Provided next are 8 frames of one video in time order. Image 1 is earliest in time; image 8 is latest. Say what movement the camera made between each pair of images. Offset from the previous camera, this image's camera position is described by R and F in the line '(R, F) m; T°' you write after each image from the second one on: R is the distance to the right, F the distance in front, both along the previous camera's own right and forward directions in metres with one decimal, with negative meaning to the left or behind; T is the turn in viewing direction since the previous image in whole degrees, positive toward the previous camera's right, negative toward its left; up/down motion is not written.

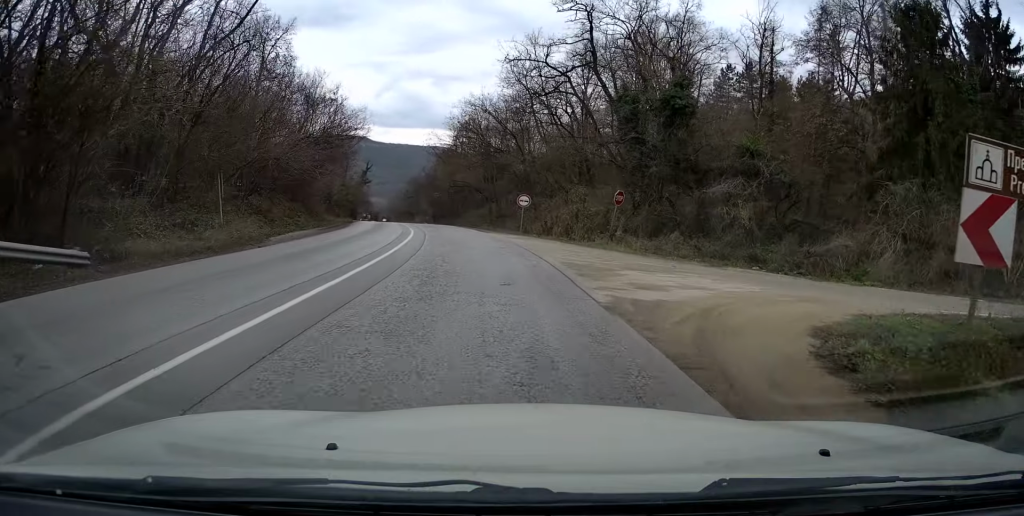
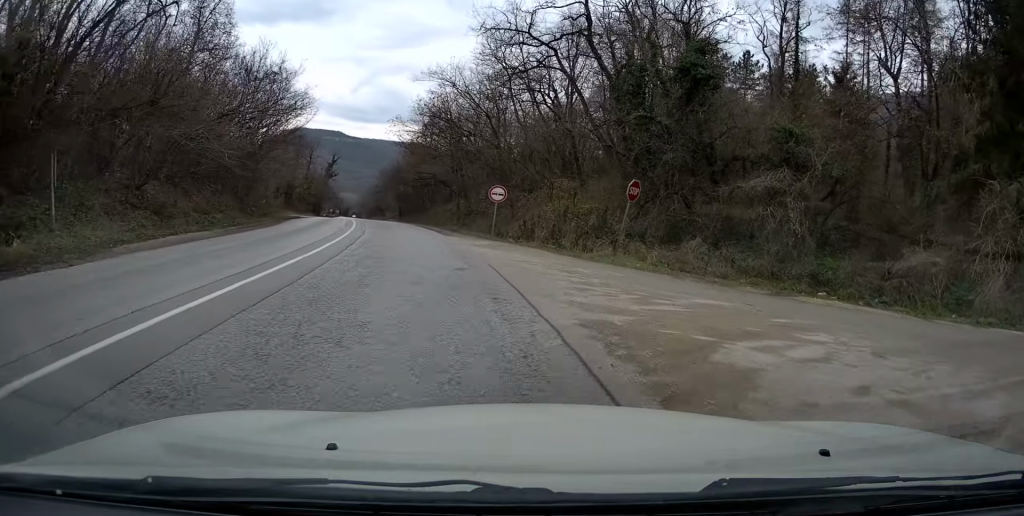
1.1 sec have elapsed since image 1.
(0.0, +8.5) m; +4°
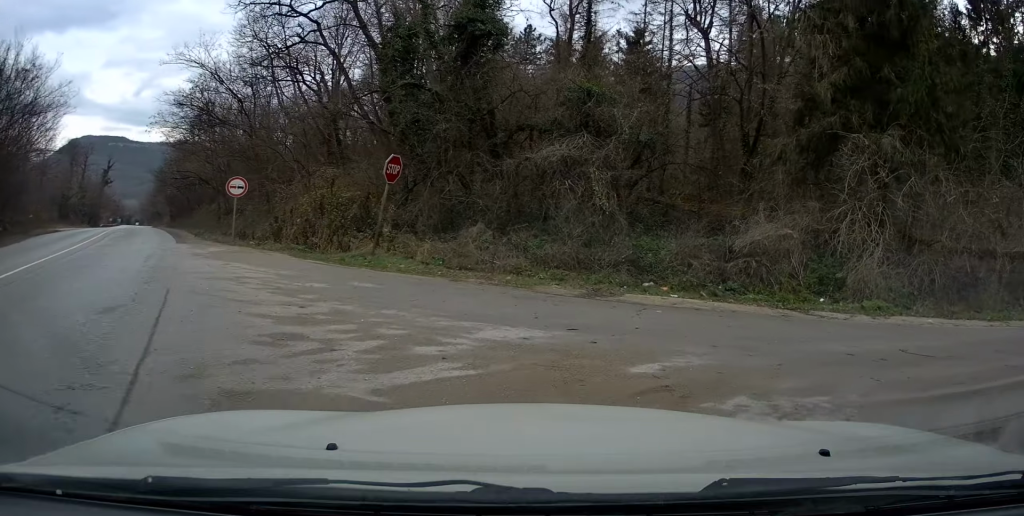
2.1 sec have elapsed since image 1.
(+0.4, +5.2) m; +22°
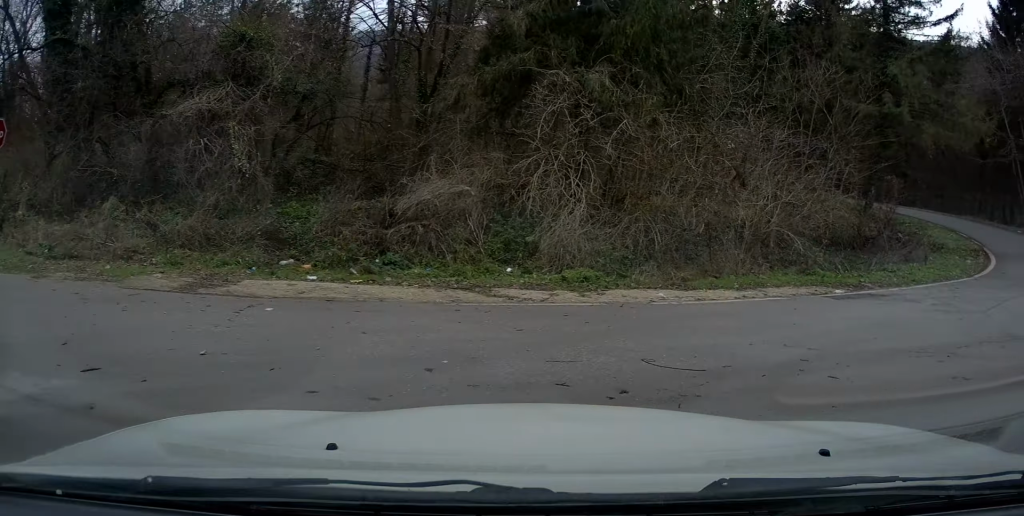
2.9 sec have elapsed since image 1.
(+0.8, +3.1) m; +30°
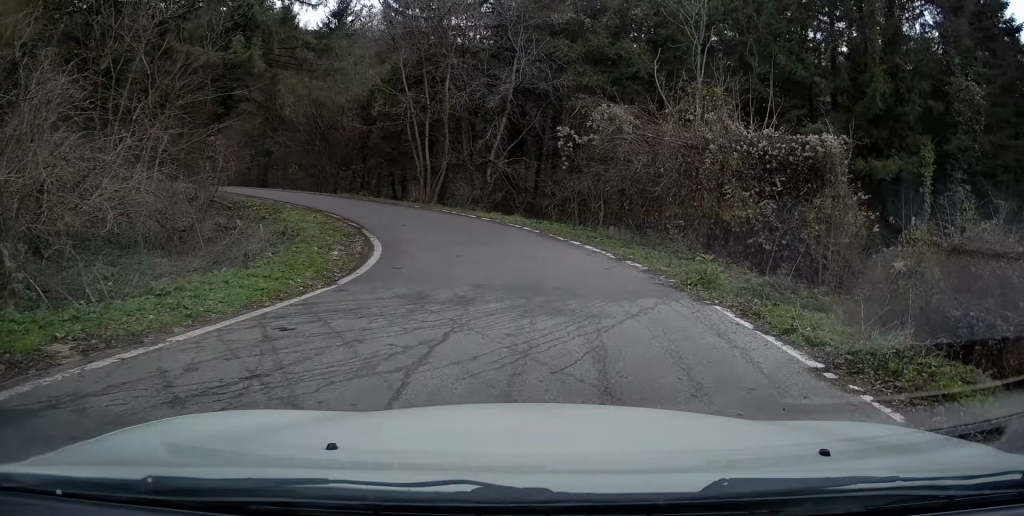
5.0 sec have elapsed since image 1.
(+4.7, +7.2) m; +50°
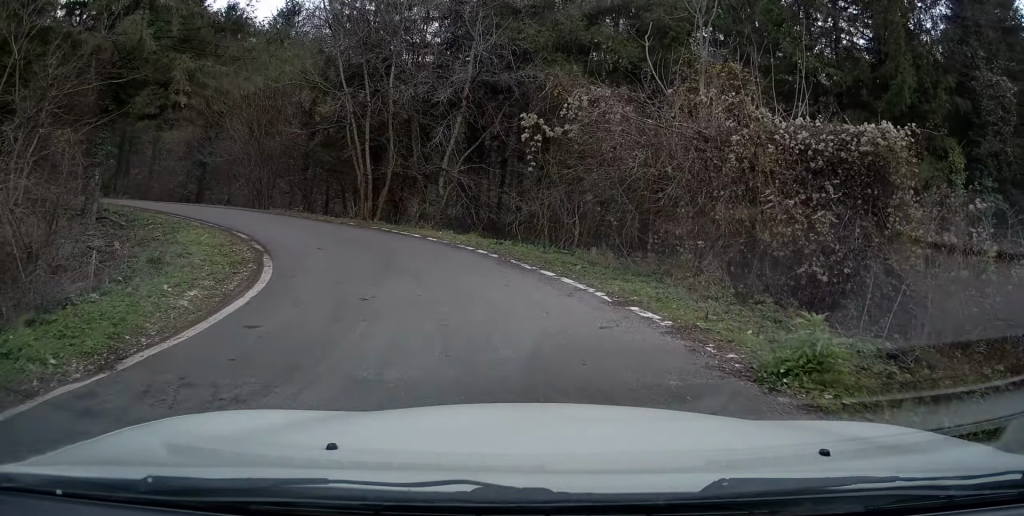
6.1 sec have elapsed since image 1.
(+0.4, +5.0) m; +2°
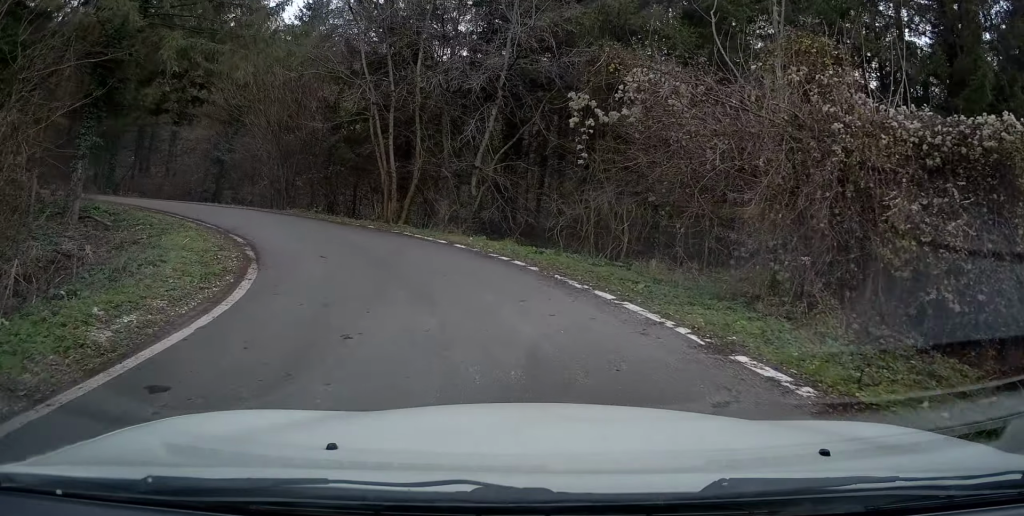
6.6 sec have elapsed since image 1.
(0.0, +2.6) m; -3°
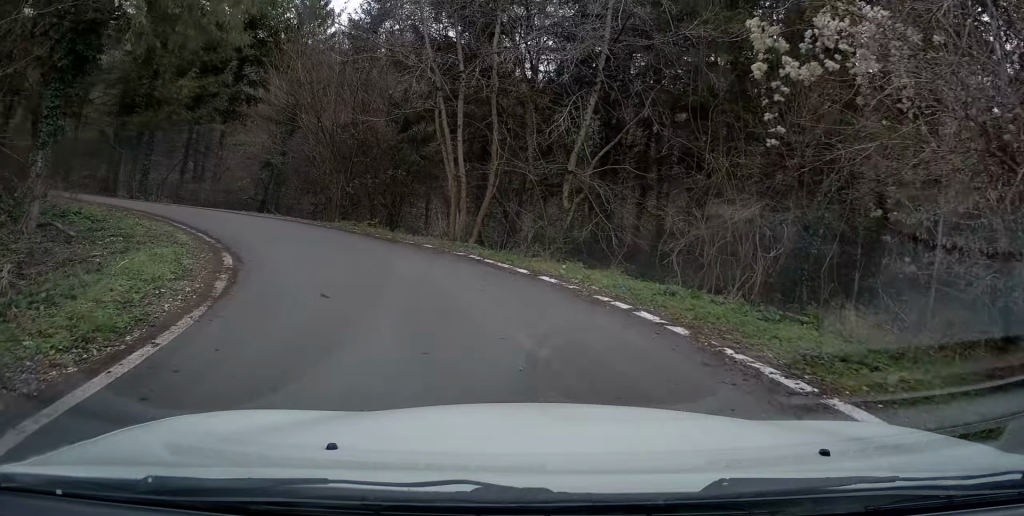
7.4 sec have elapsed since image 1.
(-0.3, +4.8) m; -7°
